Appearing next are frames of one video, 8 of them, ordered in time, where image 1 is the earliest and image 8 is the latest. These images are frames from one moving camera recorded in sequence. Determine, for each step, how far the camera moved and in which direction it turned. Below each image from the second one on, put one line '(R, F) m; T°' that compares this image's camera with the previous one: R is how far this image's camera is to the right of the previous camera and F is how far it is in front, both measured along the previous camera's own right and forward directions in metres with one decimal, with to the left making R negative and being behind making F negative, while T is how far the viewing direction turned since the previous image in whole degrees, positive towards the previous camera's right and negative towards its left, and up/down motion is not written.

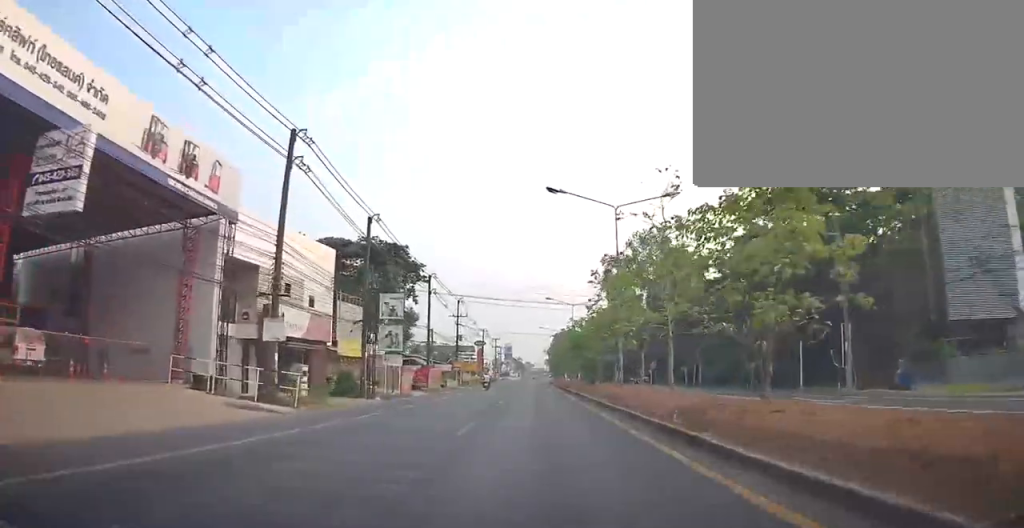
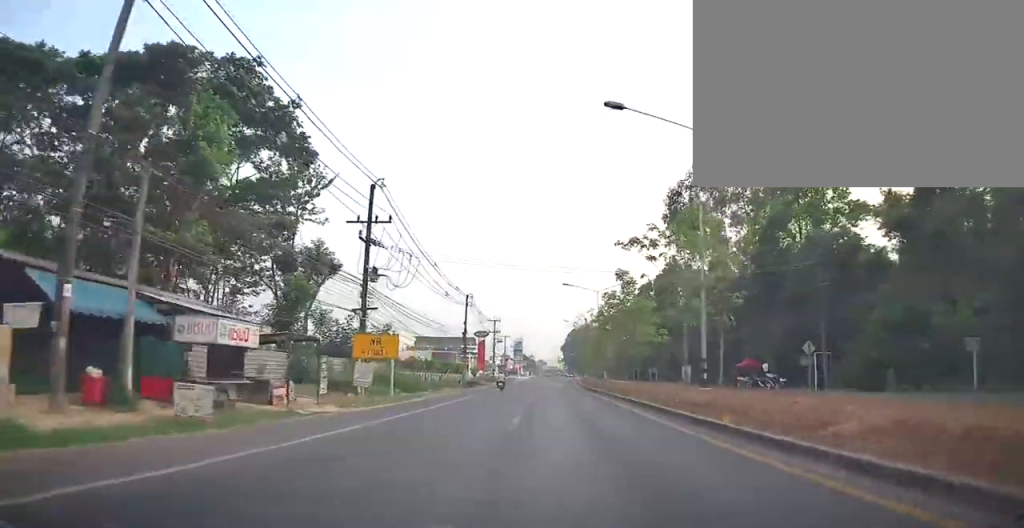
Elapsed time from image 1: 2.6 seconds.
(0.0, +45.6) m; 0°
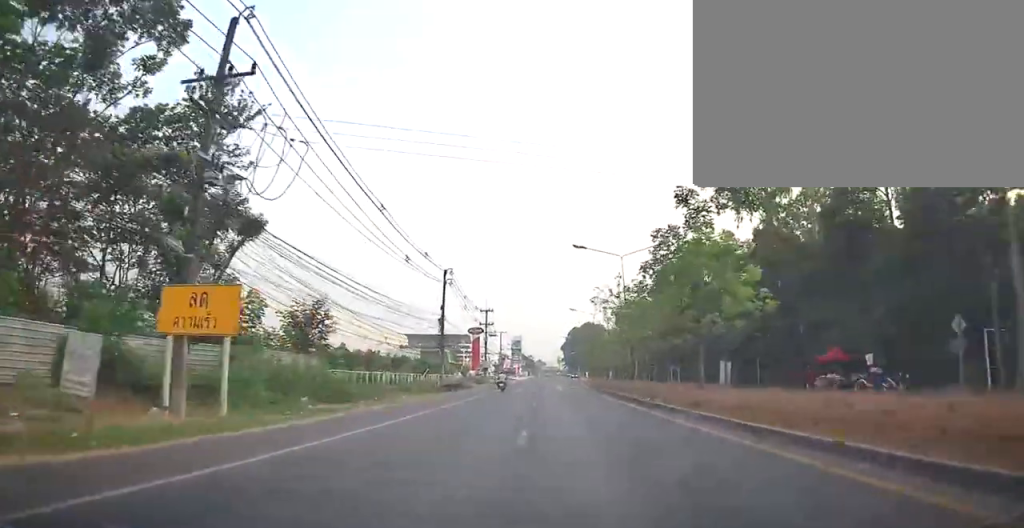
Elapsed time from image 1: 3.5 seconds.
(0.0, +16.0) m; -1°
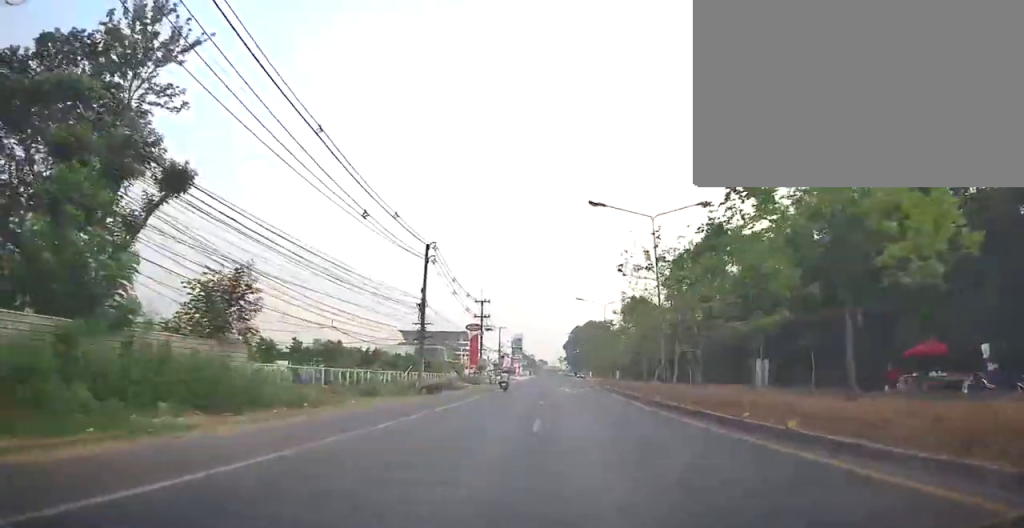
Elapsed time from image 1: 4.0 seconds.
(+0.2, +9.8) m; -2°
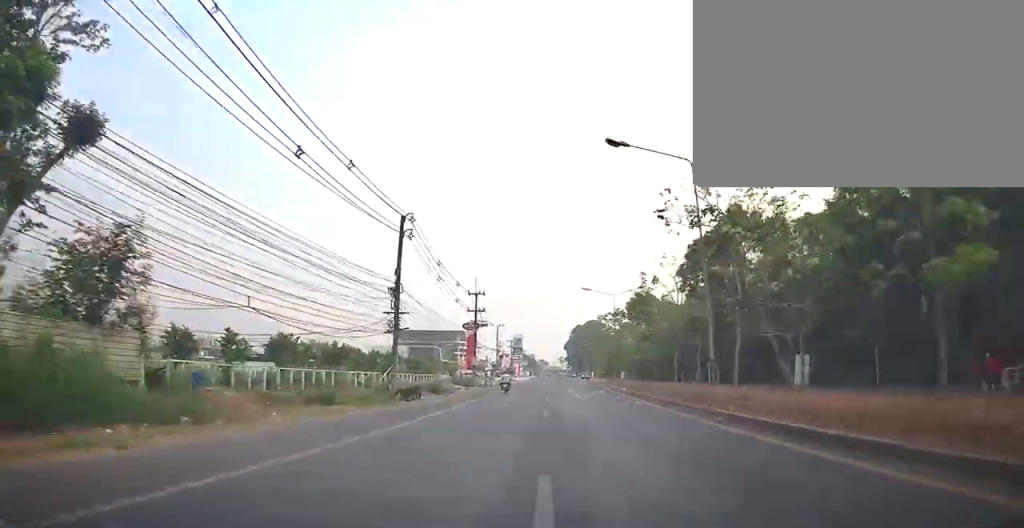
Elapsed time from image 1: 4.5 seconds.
(-0.3, +7.9) m; 0°
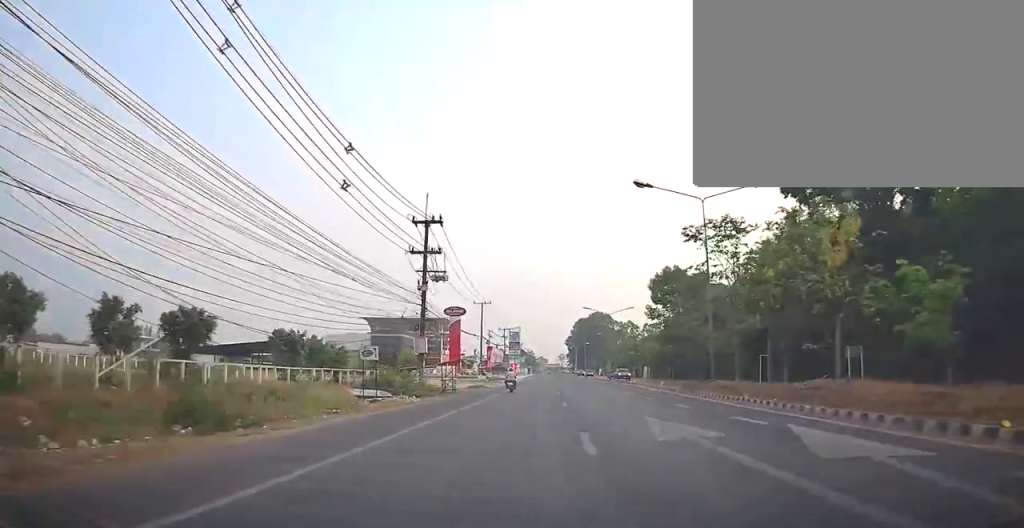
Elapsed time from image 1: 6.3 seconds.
(+0.5, +31.7) m; +3°
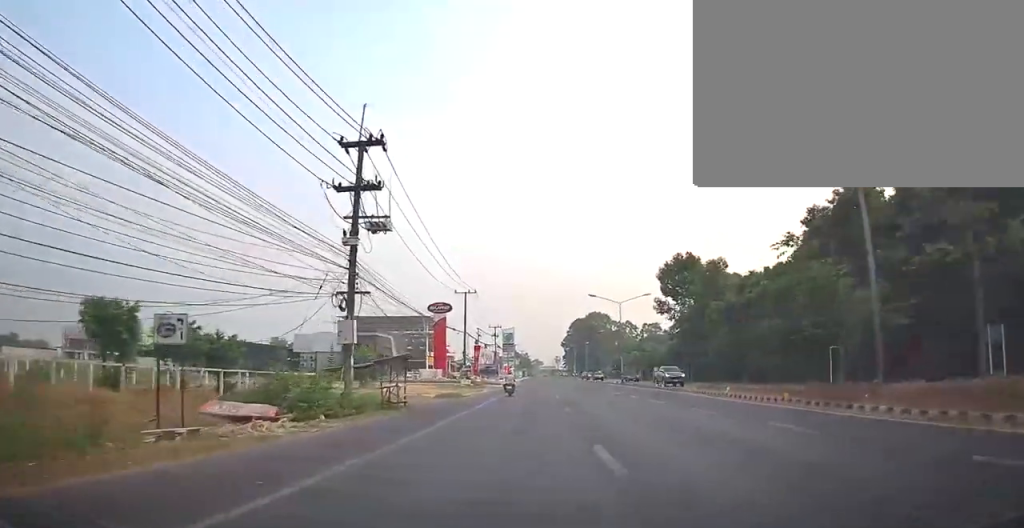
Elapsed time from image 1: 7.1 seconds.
(0.0, +13.8) m; 0°
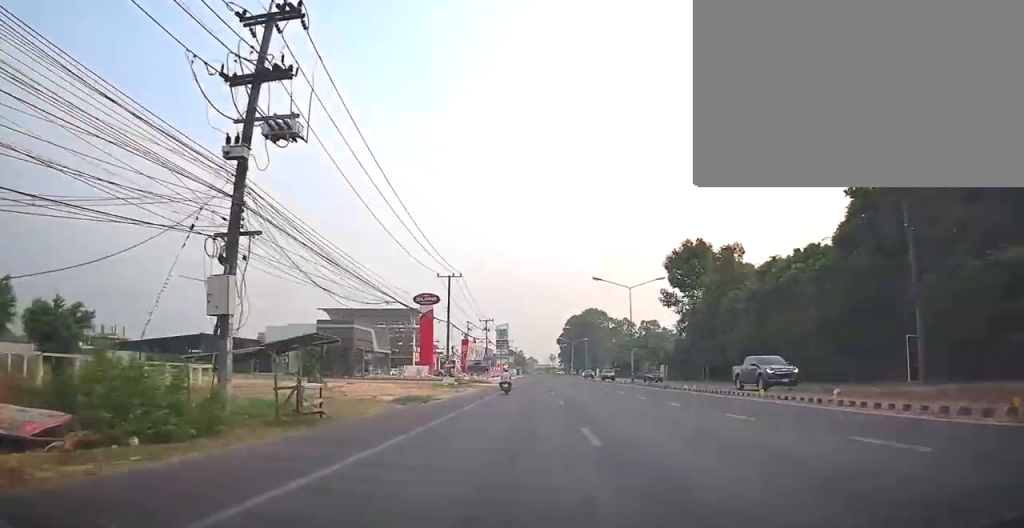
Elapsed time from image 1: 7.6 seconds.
(0.0, +9.5) m; -2°
